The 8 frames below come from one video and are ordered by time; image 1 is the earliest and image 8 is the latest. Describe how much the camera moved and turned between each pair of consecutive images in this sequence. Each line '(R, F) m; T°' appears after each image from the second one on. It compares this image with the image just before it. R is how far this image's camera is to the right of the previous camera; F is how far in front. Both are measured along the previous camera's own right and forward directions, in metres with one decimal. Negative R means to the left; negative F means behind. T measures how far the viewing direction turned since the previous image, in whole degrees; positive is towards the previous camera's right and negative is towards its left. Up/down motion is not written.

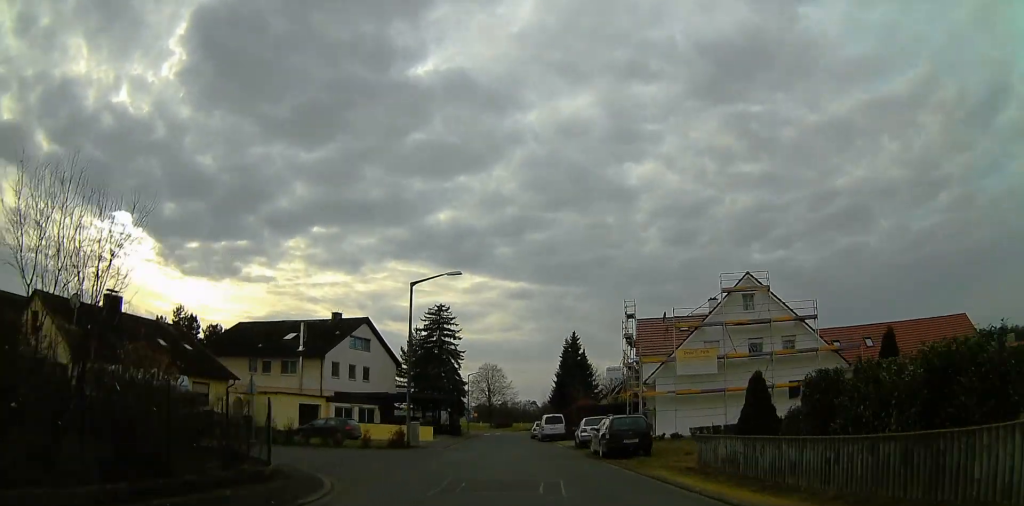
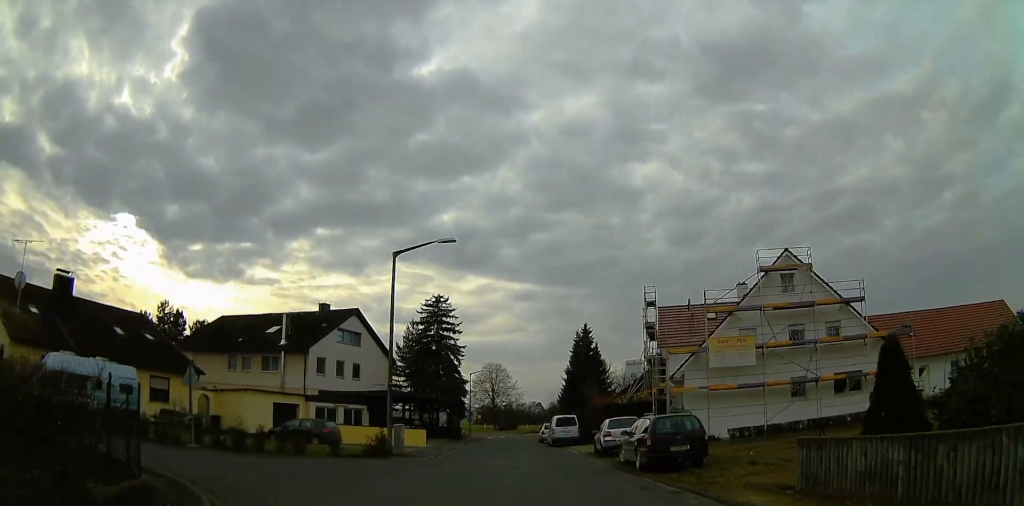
(-0.1, +5.6) m; -1°
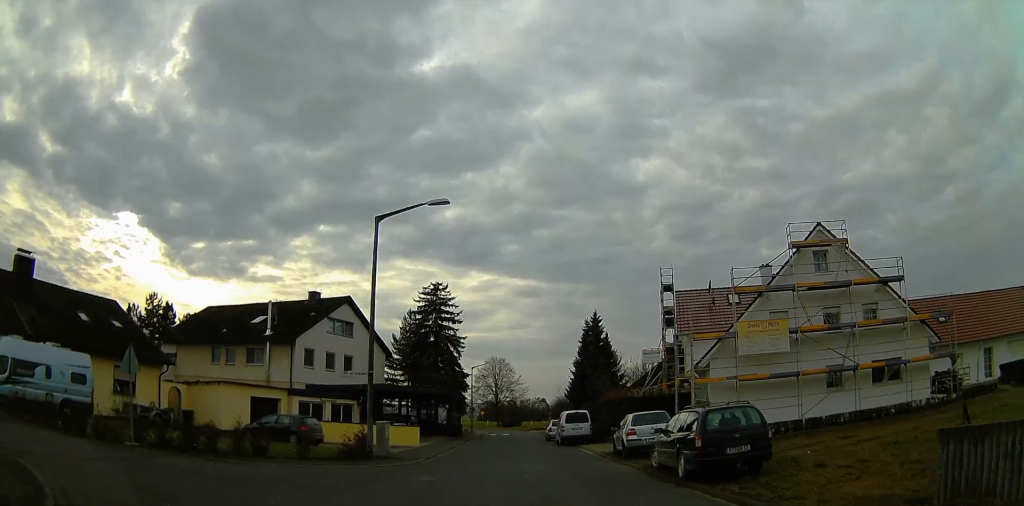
(-0.3, +3.9) m; 0°
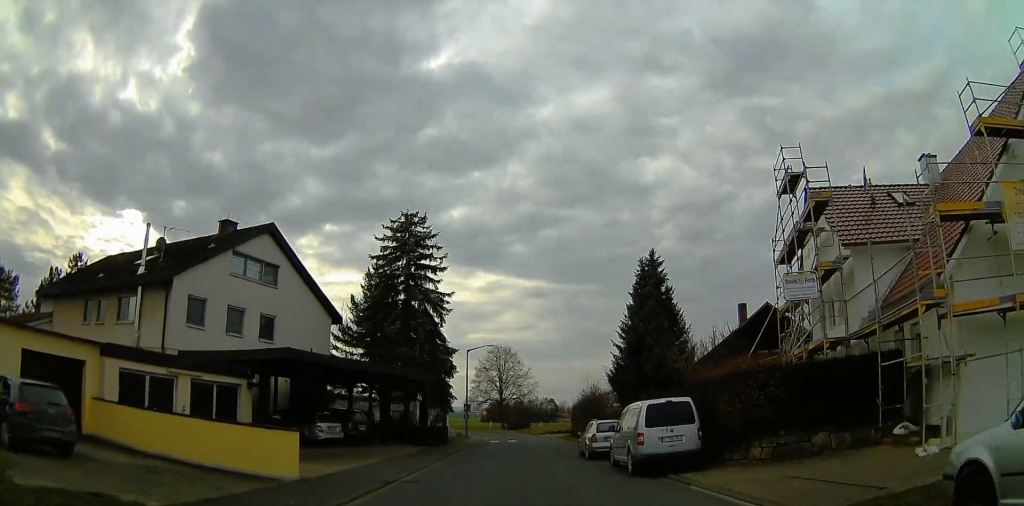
(+1.7, +17.2) m; +8°
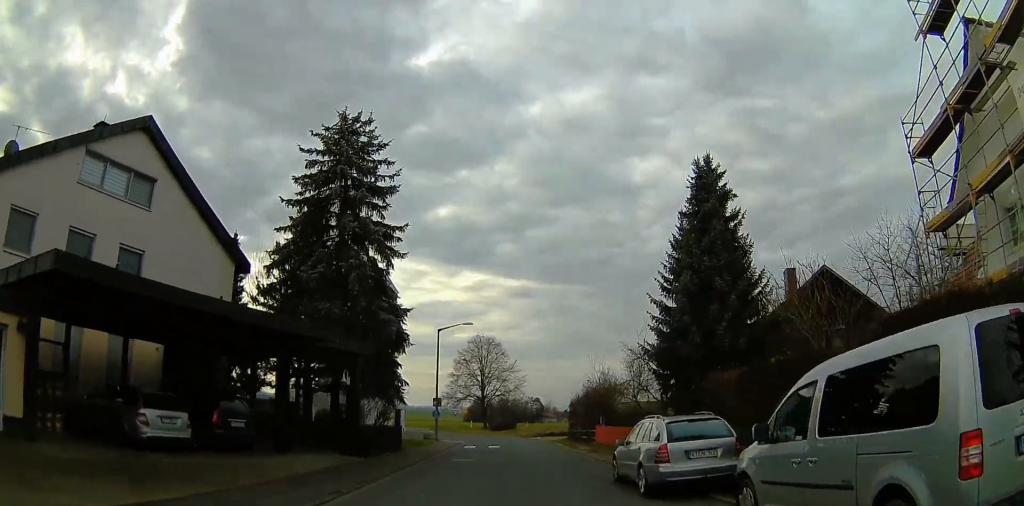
(-0.4, +10.4) m; -4°
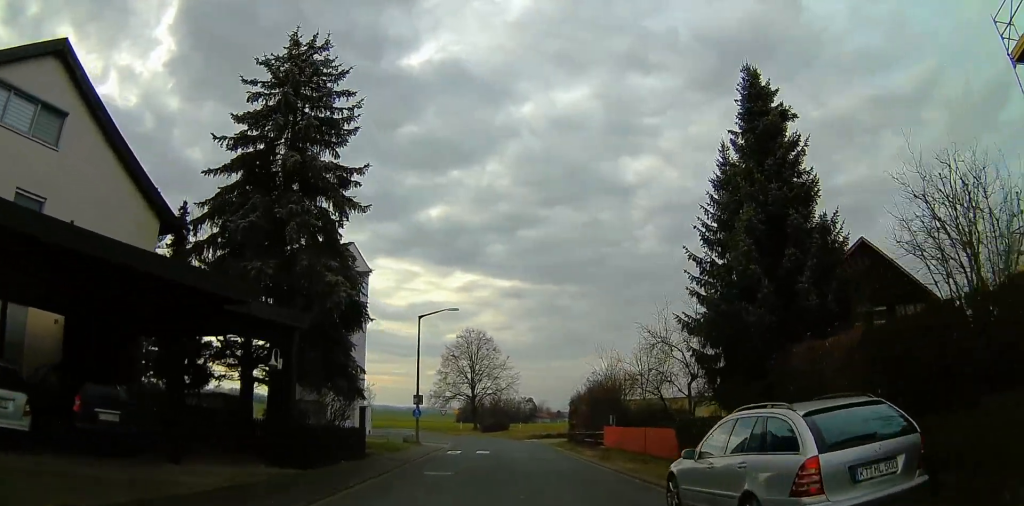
(0.0, +4.7) m; 0°
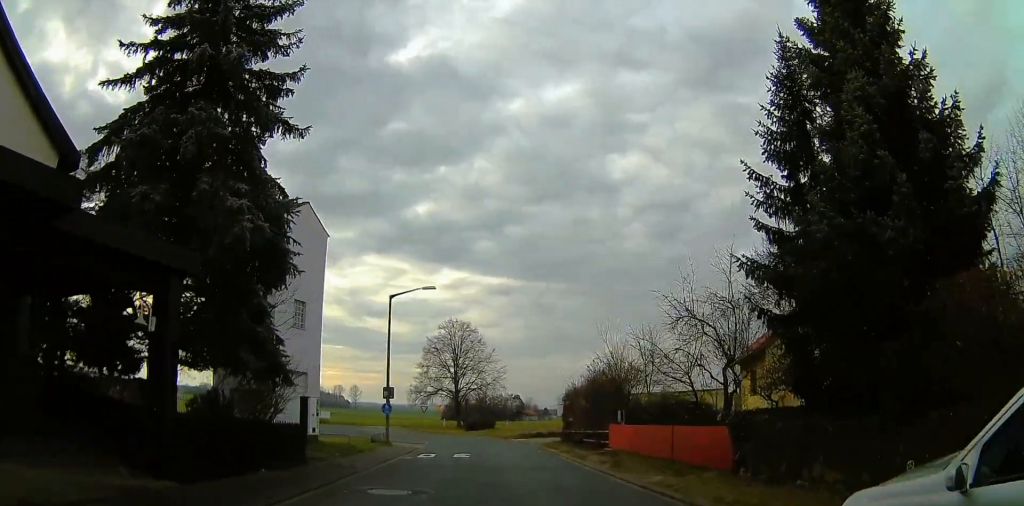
(0.0, +4.4) m; 0°
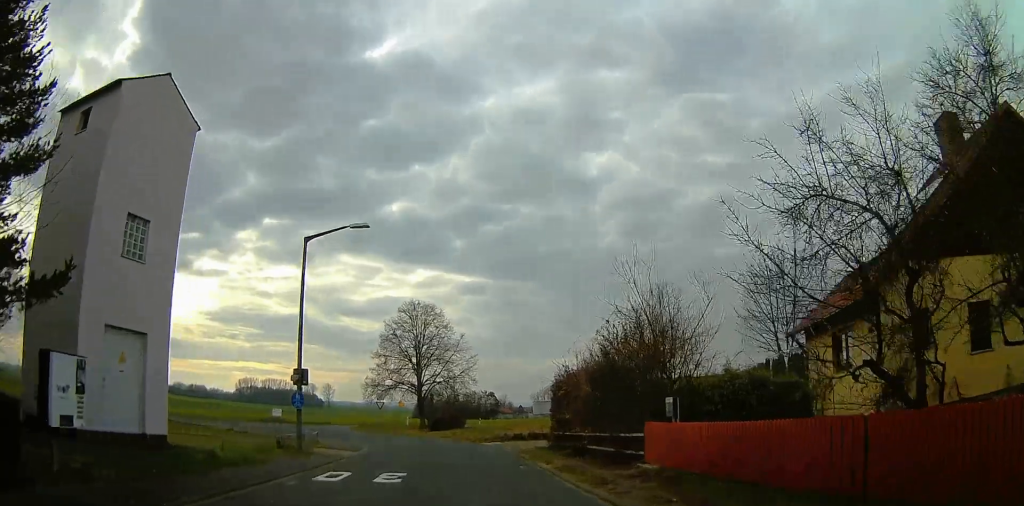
(0.0, +9.0) m; +1°
